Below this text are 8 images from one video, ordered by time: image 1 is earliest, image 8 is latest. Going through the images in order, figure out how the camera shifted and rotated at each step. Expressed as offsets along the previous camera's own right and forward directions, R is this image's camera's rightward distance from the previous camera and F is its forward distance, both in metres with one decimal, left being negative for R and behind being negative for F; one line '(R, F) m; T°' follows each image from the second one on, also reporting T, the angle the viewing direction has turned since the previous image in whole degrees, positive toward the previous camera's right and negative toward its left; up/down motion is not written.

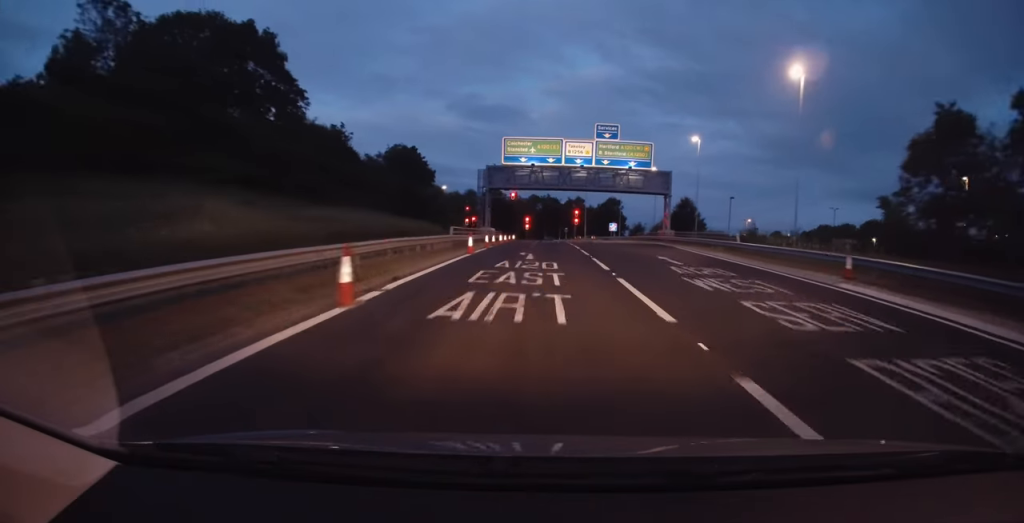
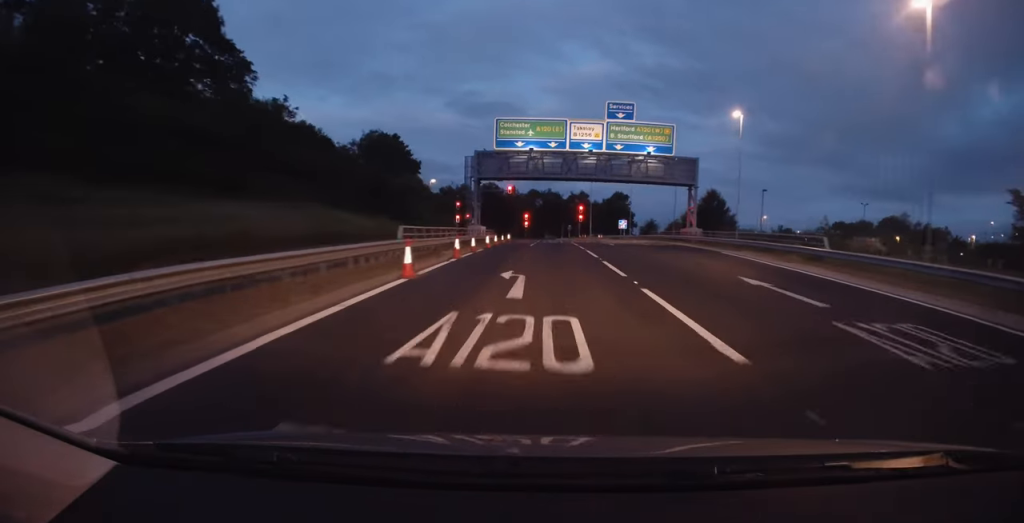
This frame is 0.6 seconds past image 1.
(-0.1, +11.2) m; 0°
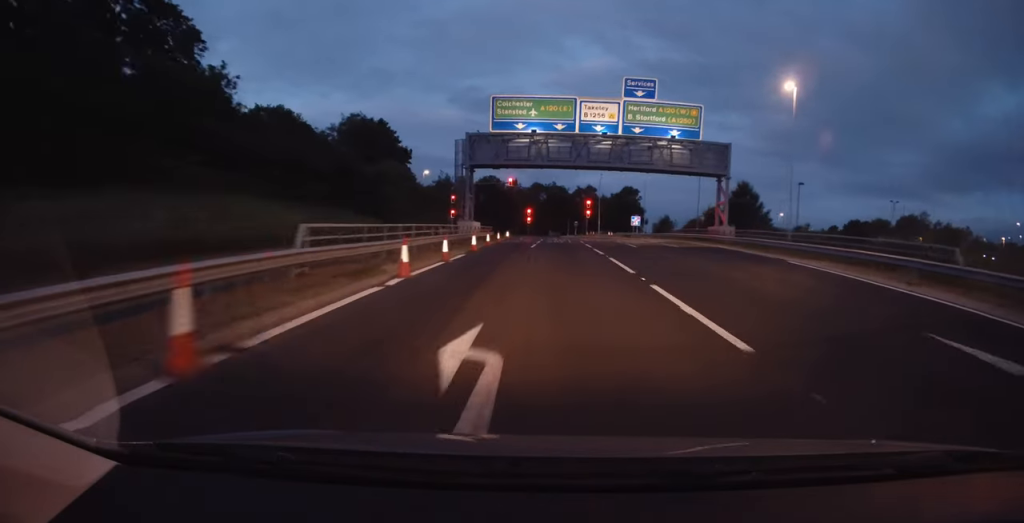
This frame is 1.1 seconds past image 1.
(+0.2, +8.6) m; 0°
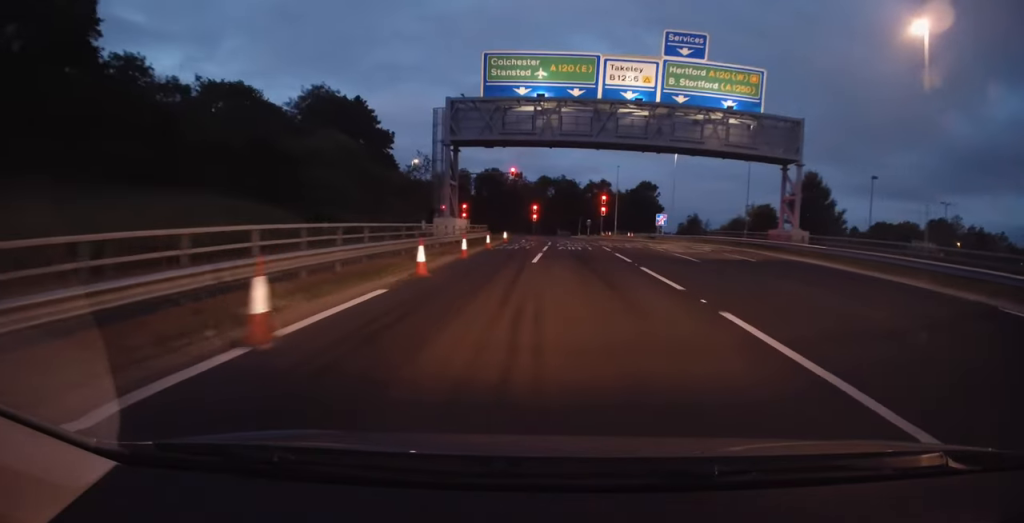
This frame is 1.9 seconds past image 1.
(-0.1, +12.6) m; -1°
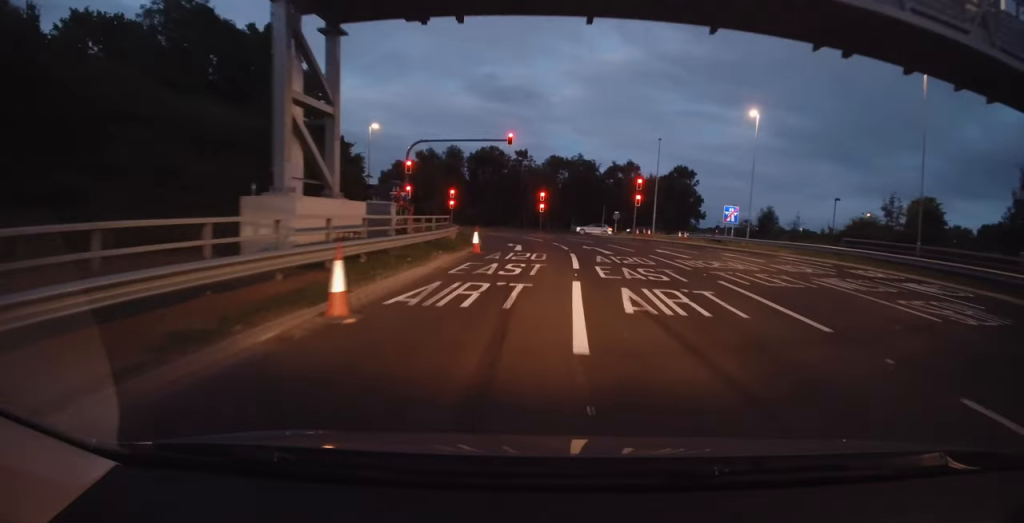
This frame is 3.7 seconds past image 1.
(-0.1, +22.9) m; -1°
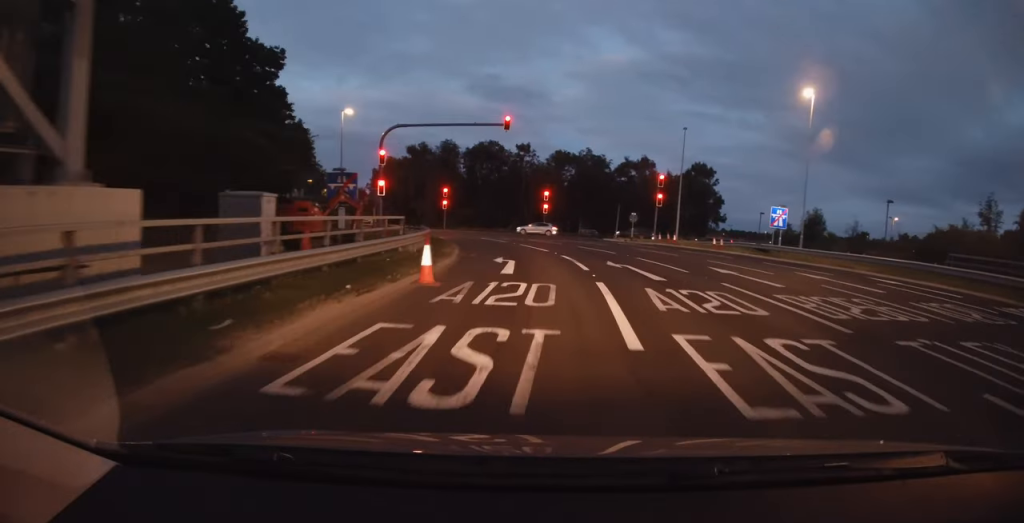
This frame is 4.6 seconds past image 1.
(-0.1, +9.3) m; -2°
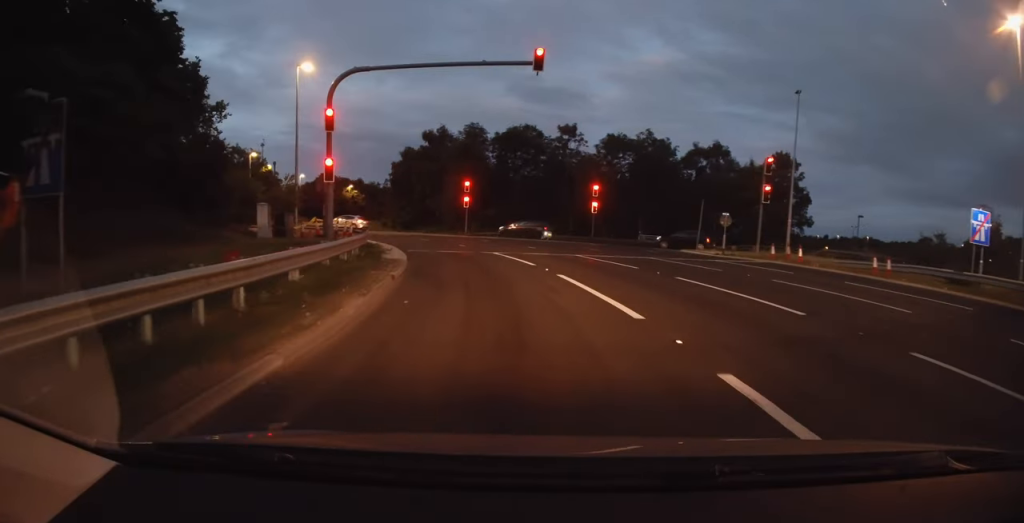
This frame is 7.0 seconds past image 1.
(-0.1, +17.1) m; -3°
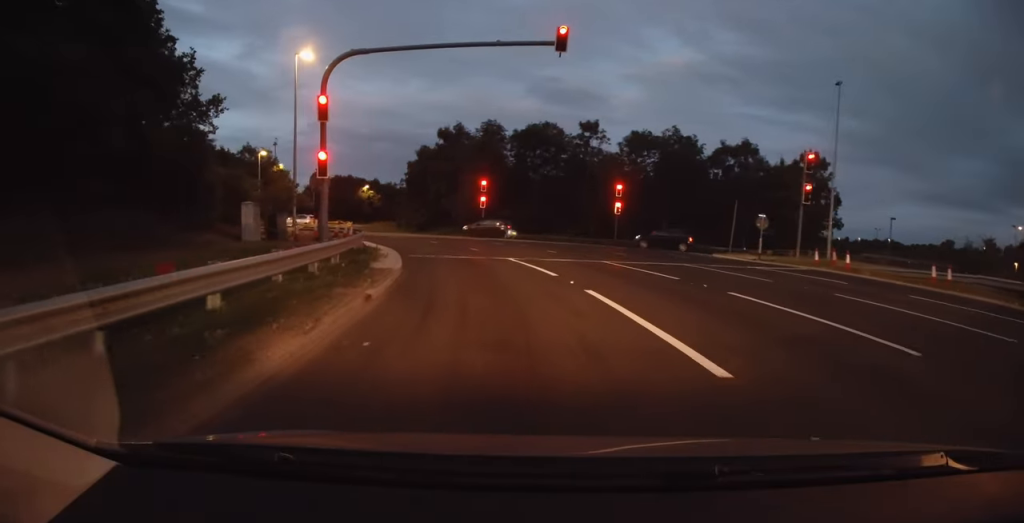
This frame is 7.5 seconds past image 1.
(-0.1, +3.1) m; -3°
